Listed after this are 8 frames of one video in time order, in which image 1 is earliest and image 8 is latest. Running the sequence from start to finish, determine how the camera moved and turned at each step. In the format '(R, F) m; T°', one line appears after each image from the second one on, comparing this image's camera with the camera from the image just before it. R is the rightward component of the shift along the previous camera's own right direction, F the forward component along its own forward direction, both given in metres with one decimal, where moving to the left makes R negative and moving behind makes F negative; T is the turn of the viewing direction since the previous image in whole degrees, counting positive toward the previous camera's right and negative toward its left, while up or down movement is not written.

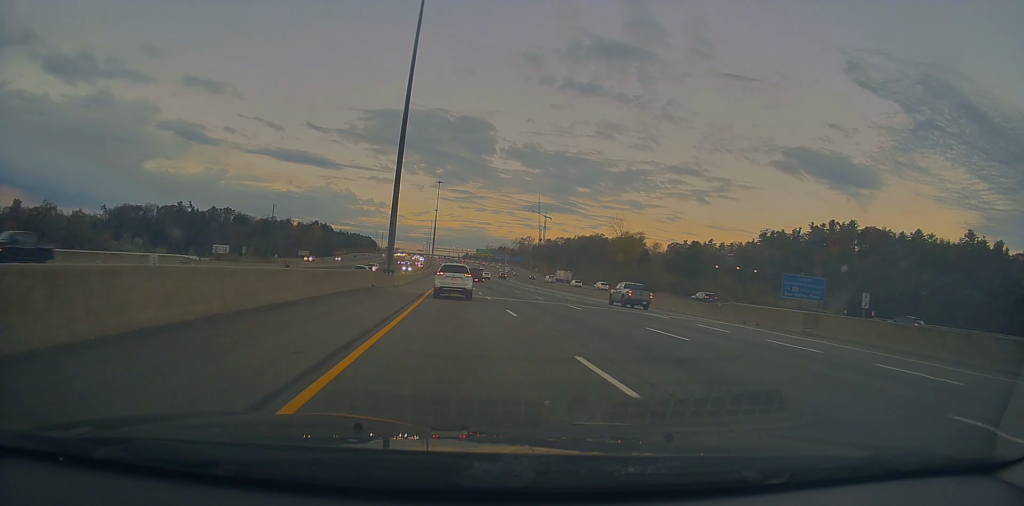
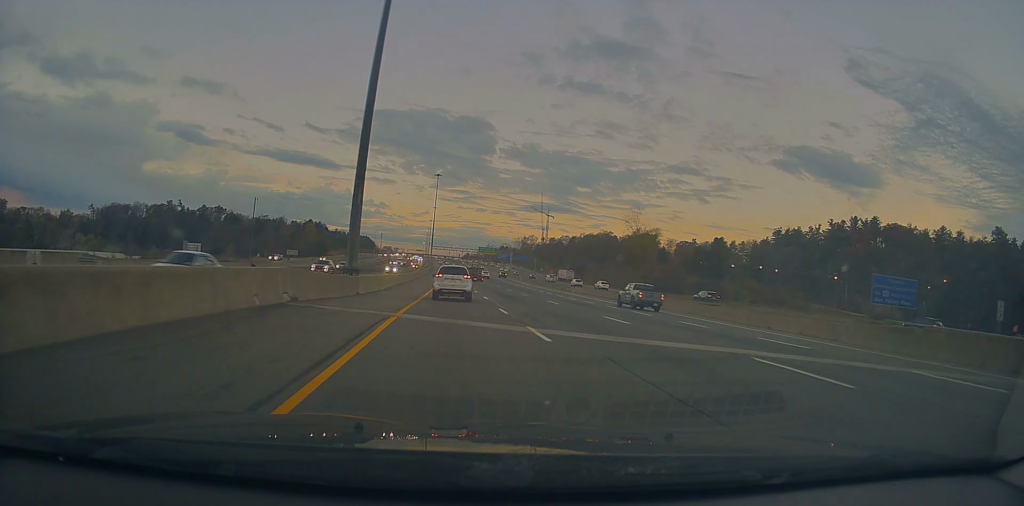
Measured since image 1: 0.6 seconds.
(-0.2, +18.5) m; 0°
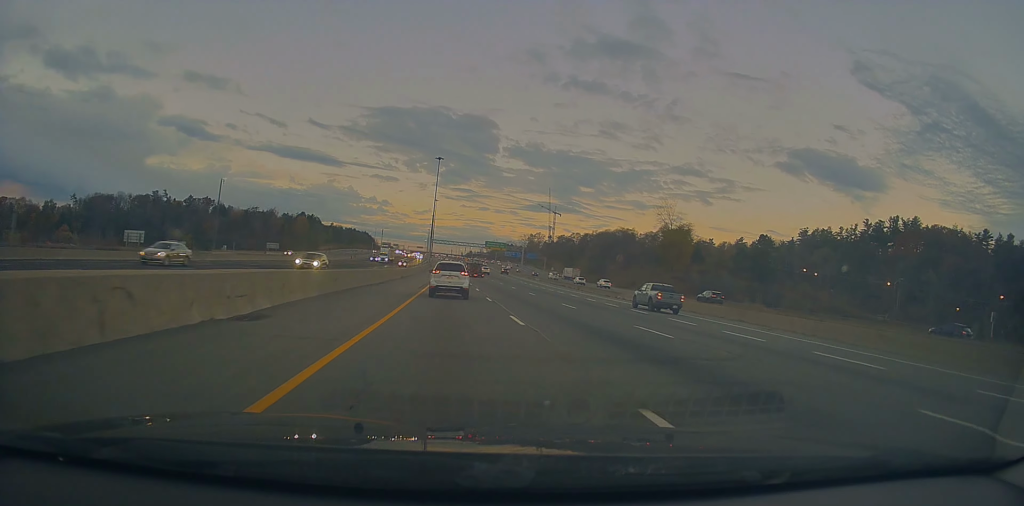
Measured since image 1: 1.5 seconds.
(0.0, +28.7) m; 0°
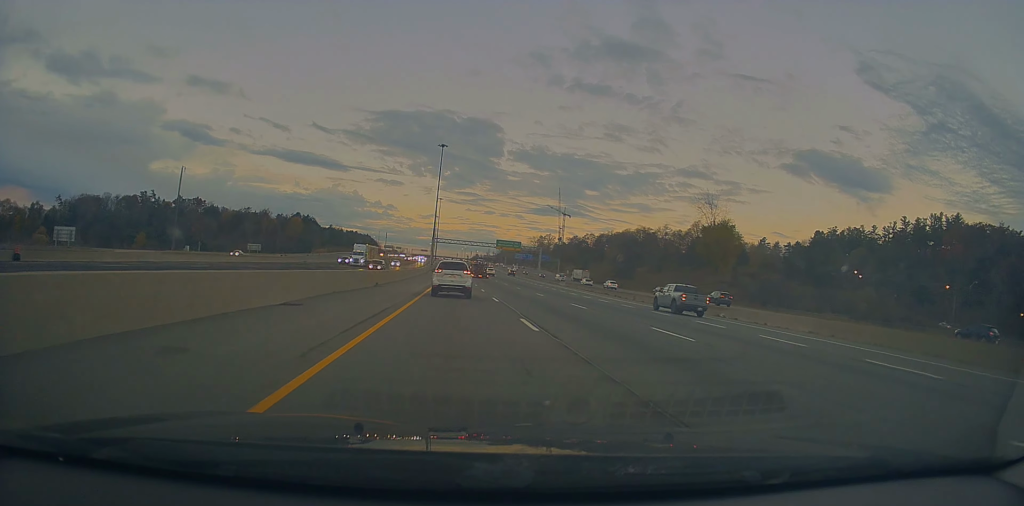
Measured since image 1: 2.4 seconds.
(0.0, +25.4) m; -1°
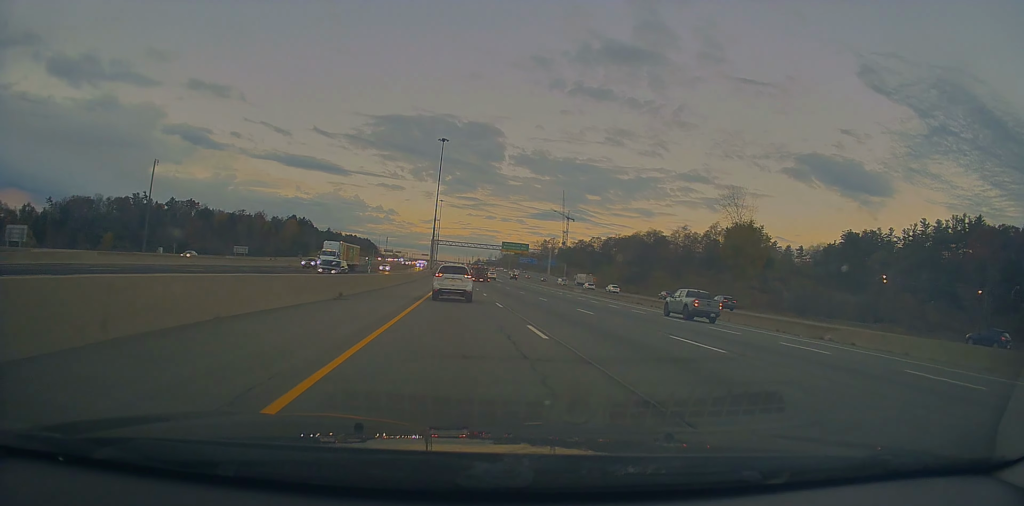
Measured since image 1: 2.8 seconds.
(-0.1, +13.1) m; -1°
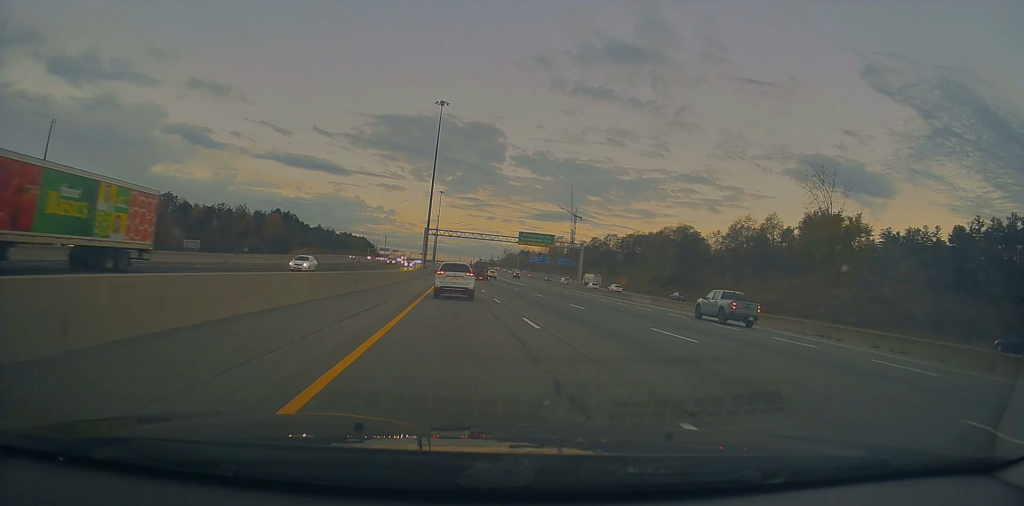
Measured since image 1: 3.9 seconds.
(-0.4, +34.2) m; 0°
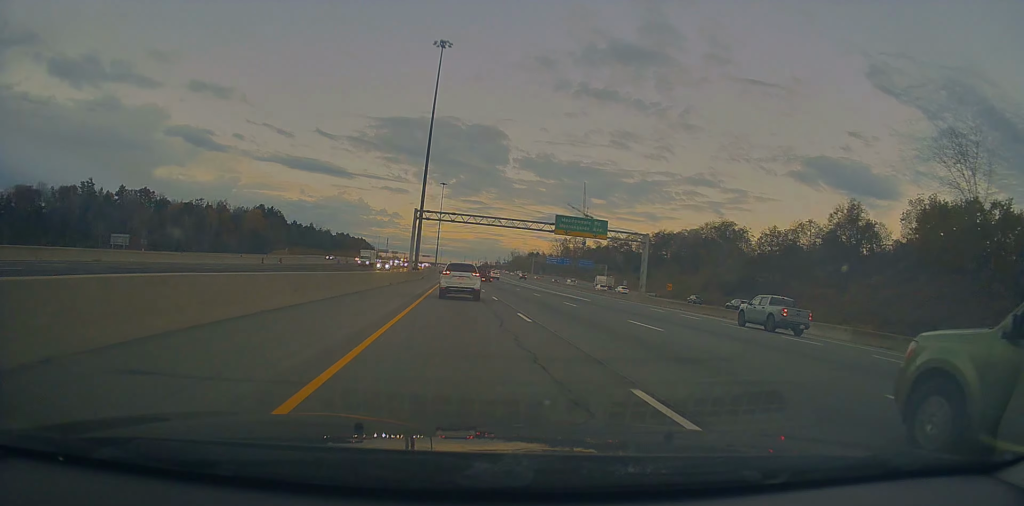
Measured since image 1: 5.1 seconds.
(+0.3, +34.2) m; +1°
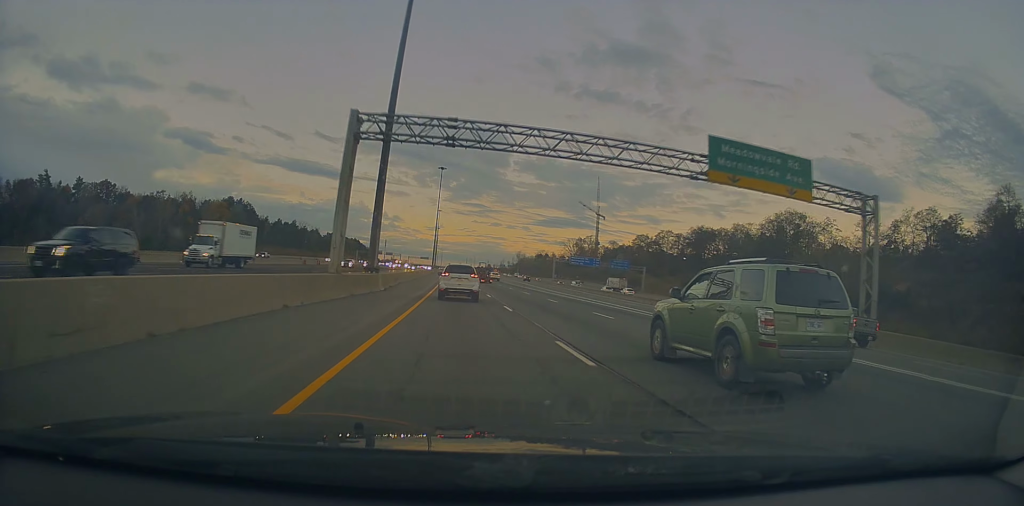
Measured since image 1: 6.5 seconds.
(+0.1, +43.2) m; 0°
